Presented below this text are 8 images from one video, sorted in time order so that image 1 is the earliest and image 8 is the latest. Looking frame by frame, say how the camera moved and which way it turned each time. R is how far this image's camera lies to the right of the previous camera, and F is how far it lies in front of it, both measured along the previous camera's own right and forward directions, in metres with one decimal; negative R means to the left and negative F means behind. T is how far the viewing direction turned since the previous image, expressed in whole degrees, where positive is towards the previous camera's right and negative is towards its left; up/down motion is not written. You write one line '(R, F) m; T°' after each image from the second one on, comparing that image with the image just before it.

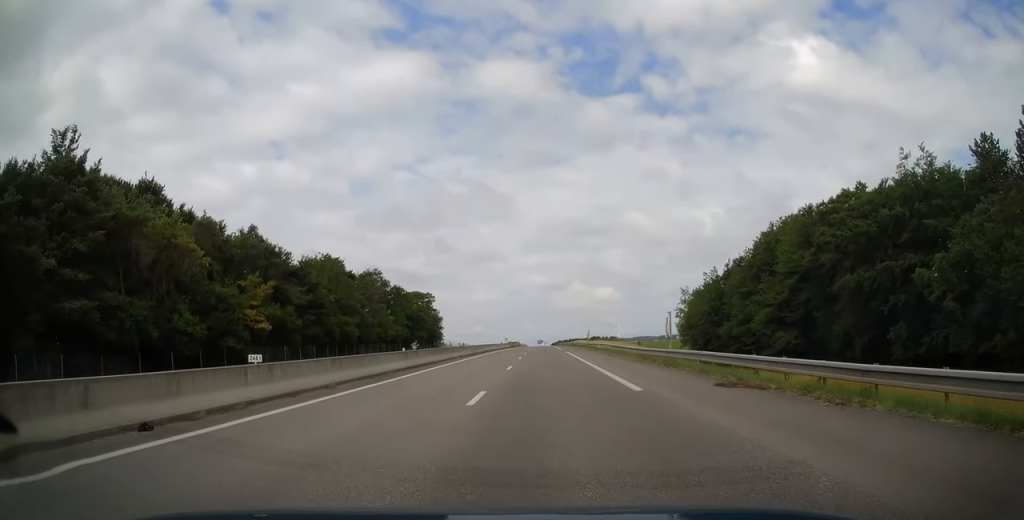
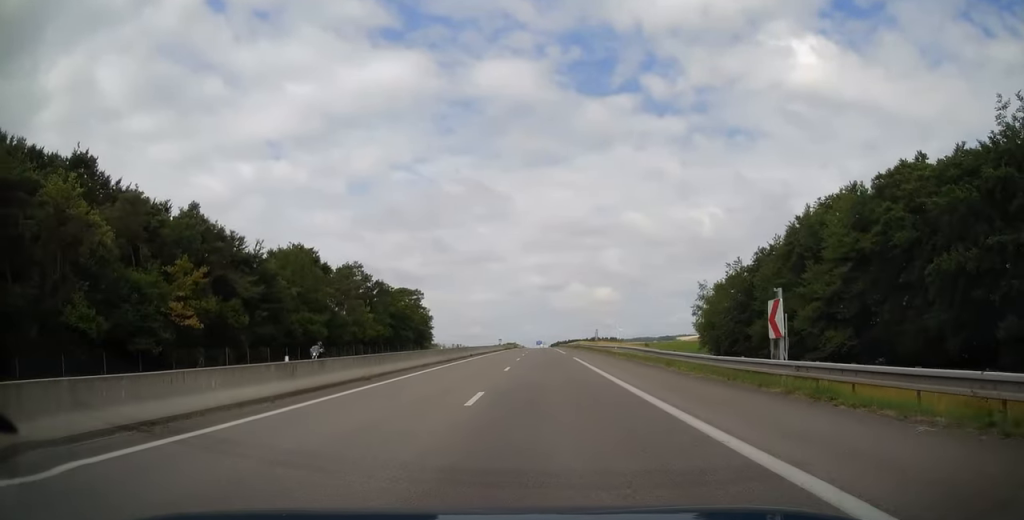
(0.0, +13.3) m; 0°
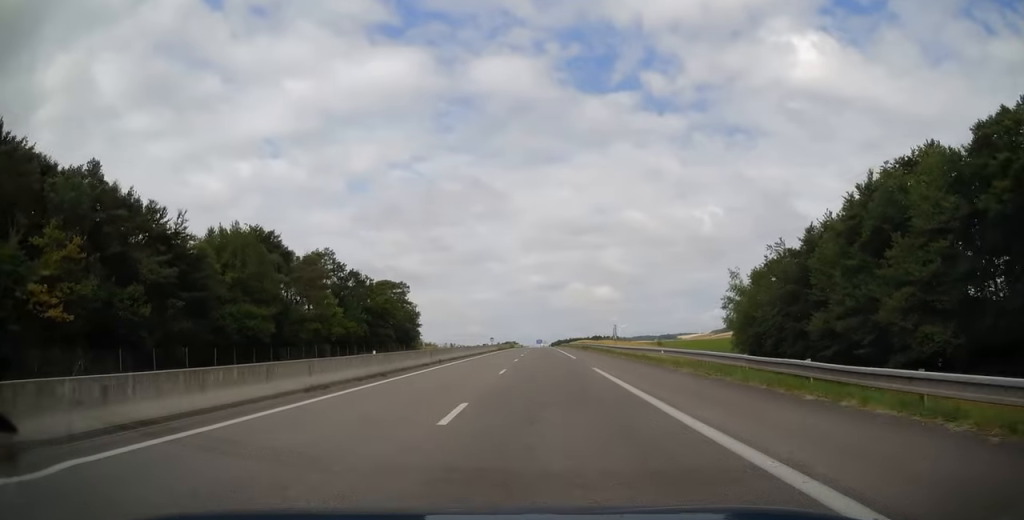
(0.0, +16.2) m; 0°
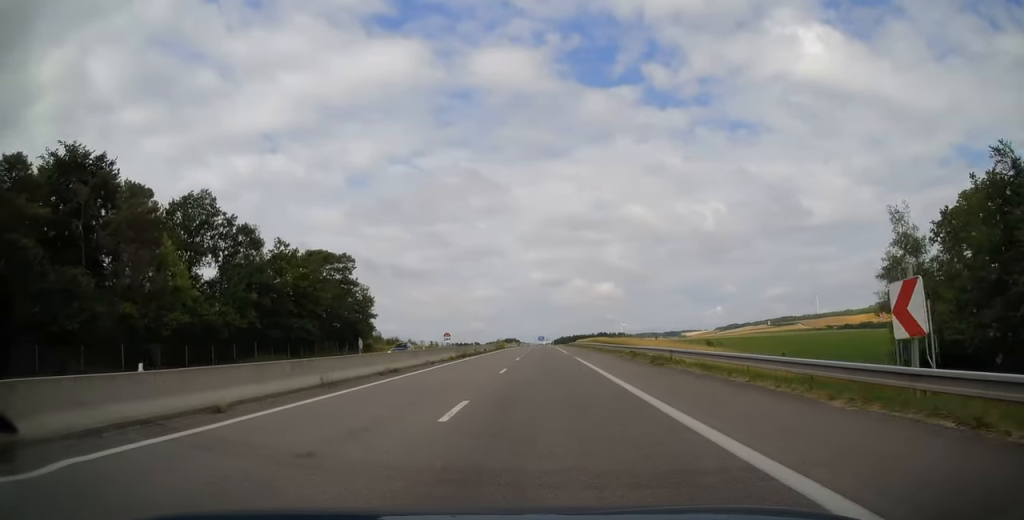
(-0.1, +39.8) m; 0°
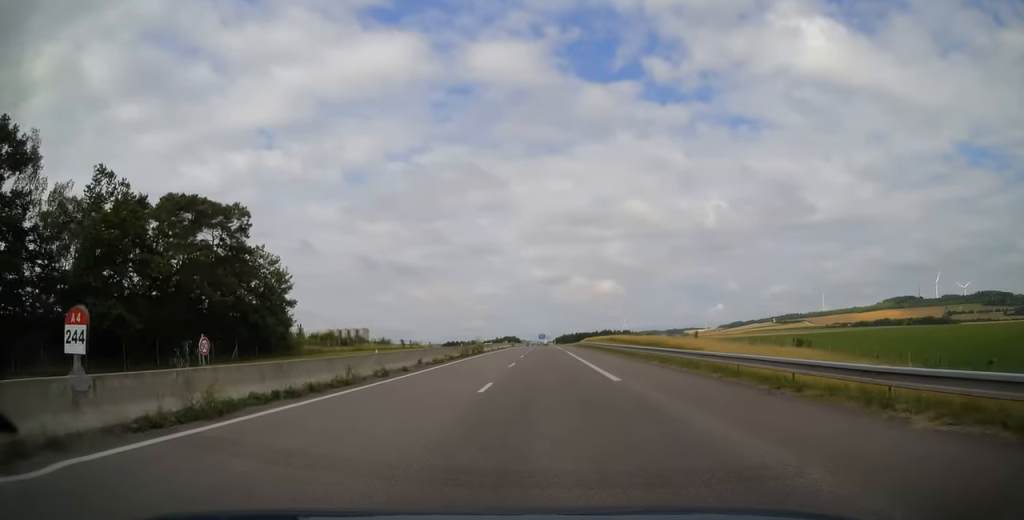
(0.0, +34.8) m; 0°
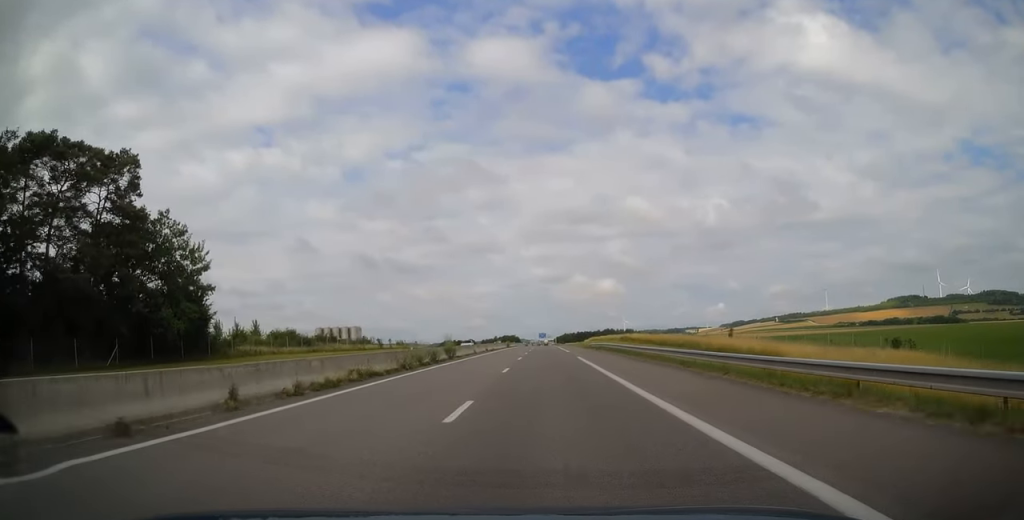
(0.0, +18.6) m; 0°
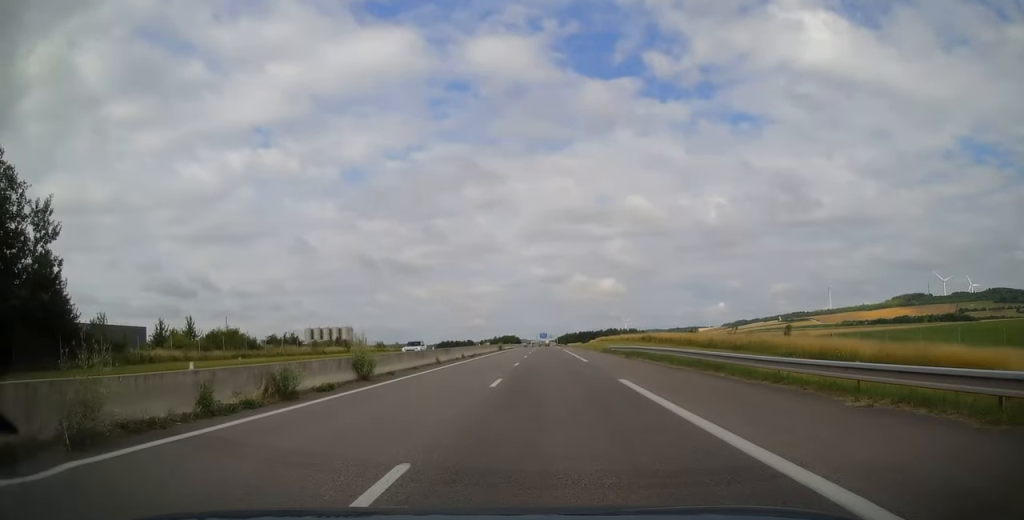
(0.0, +19.7) m; 0°
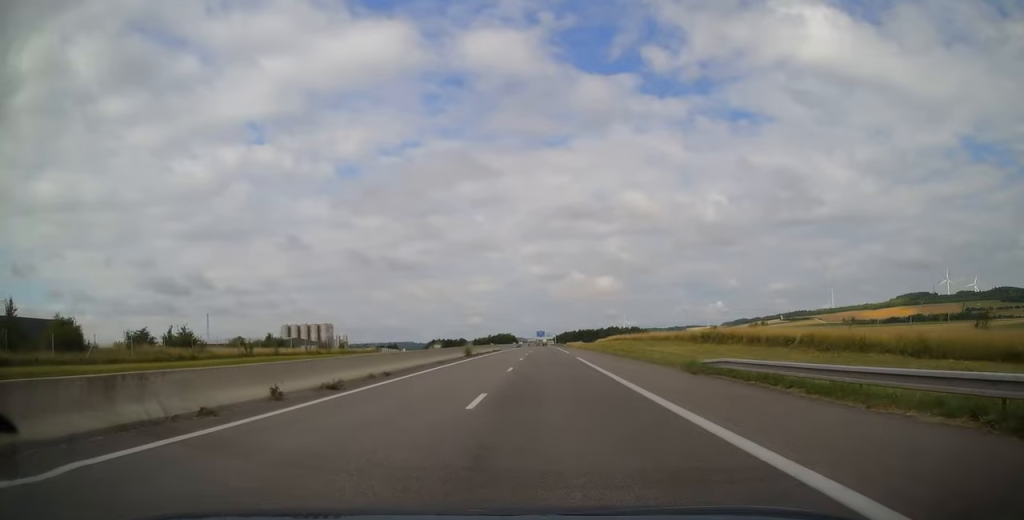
(0.0, +32.0) m; 0°
